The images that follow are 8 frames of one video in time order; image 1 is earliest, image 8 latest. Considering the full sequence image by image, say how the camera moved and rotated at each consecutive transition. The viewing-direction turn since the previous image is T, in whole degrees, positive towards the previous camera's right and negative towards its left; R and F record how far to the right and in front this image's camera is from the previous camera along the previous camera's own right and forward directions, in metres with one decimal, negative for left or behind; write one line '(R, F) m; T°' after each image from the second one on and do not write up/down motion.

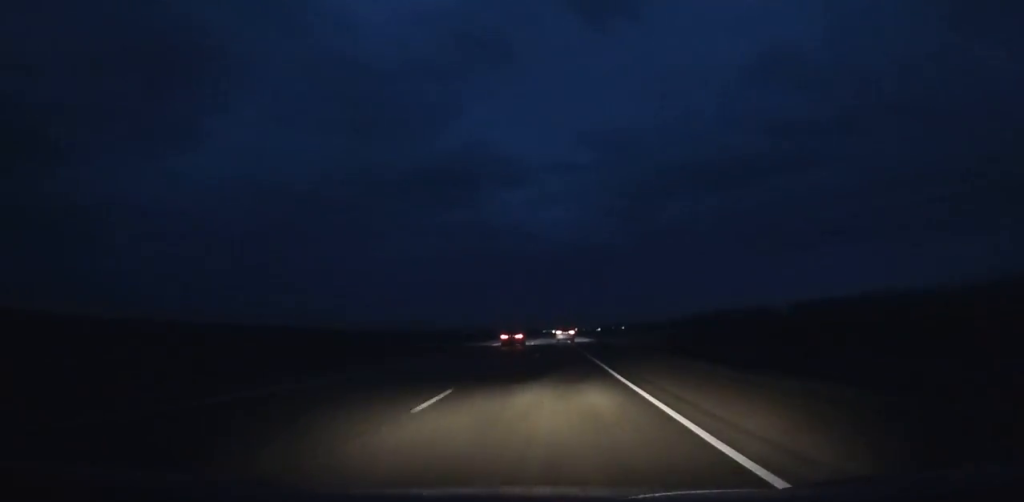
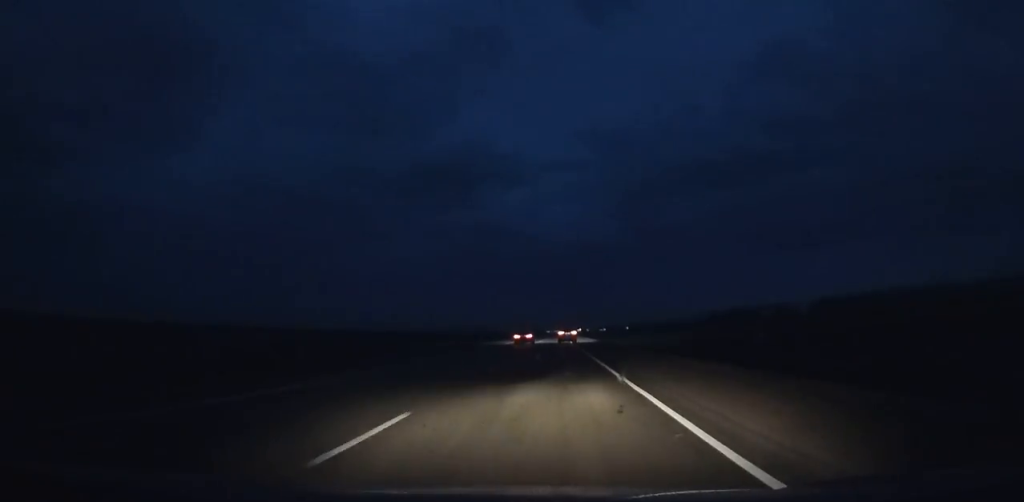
(-0.1, +51.8) m; 0°
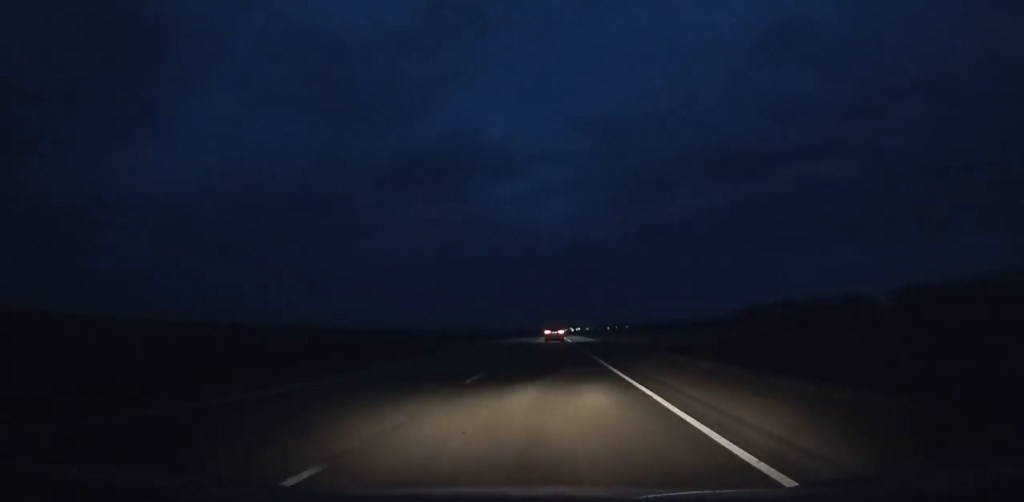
(-0.4, +182.2) m; 0°
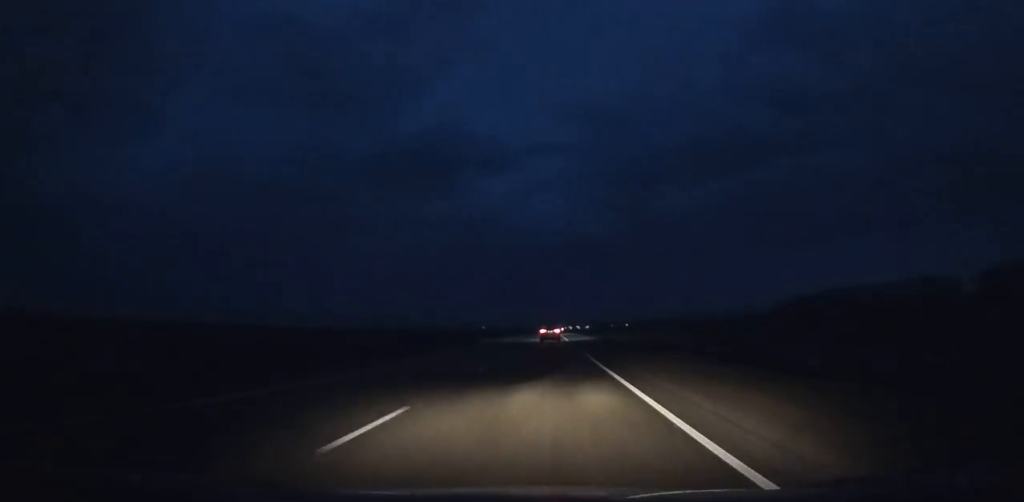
(+0.3, +126.8) m; 0°
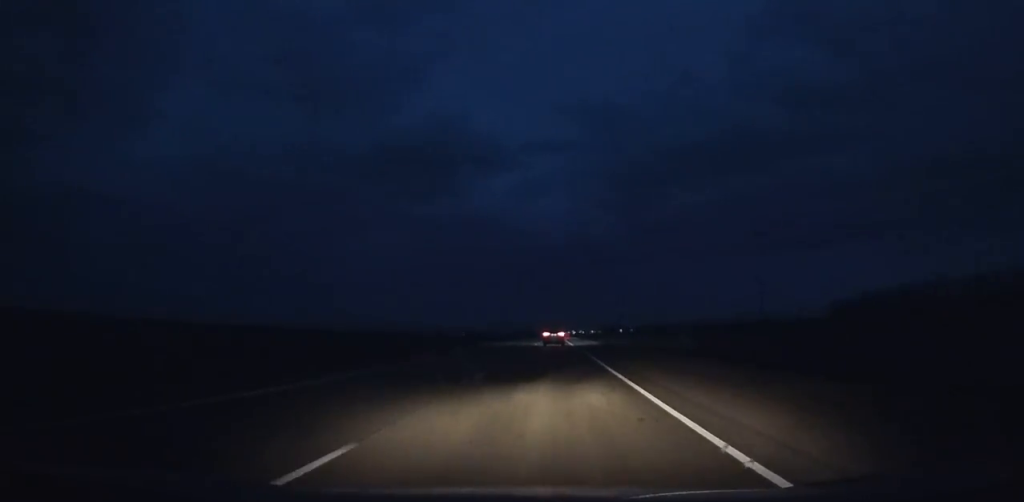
(-0.2, +109.9) m; 0°
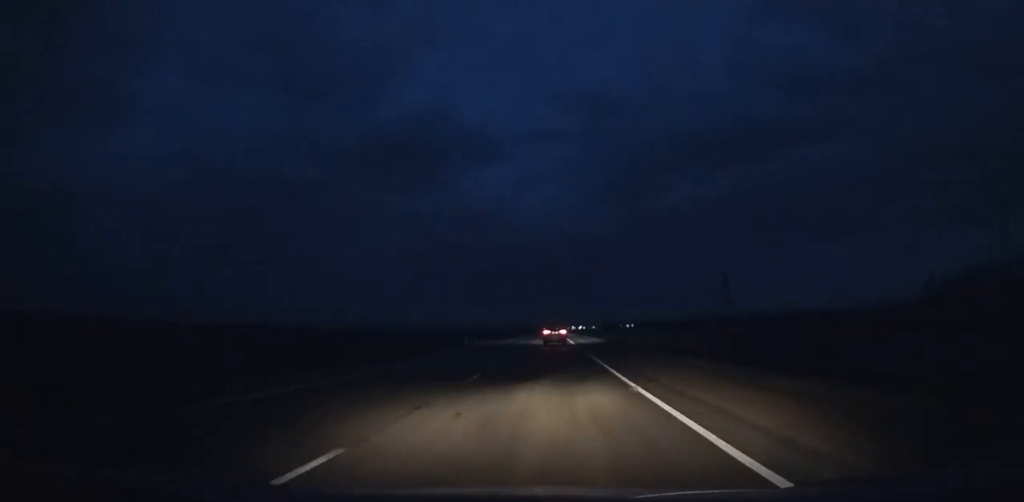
(+0.3, +119.5) m; 0°
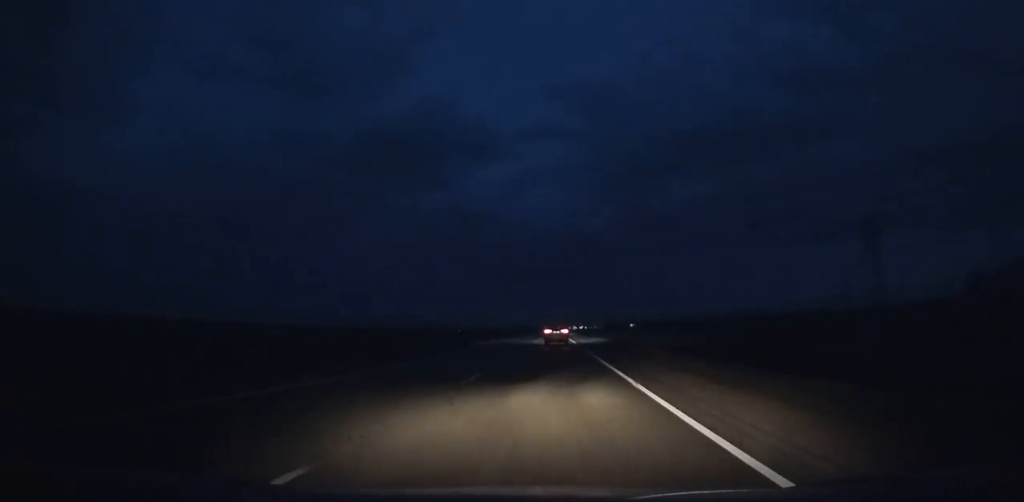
(0.0, +36.7) m; 0°
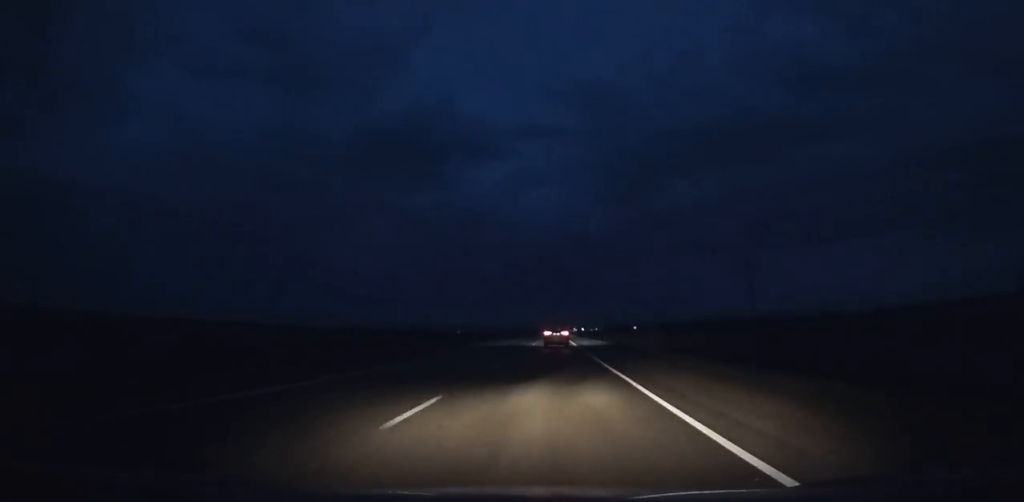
(0.0, +42.7) m; 0°
